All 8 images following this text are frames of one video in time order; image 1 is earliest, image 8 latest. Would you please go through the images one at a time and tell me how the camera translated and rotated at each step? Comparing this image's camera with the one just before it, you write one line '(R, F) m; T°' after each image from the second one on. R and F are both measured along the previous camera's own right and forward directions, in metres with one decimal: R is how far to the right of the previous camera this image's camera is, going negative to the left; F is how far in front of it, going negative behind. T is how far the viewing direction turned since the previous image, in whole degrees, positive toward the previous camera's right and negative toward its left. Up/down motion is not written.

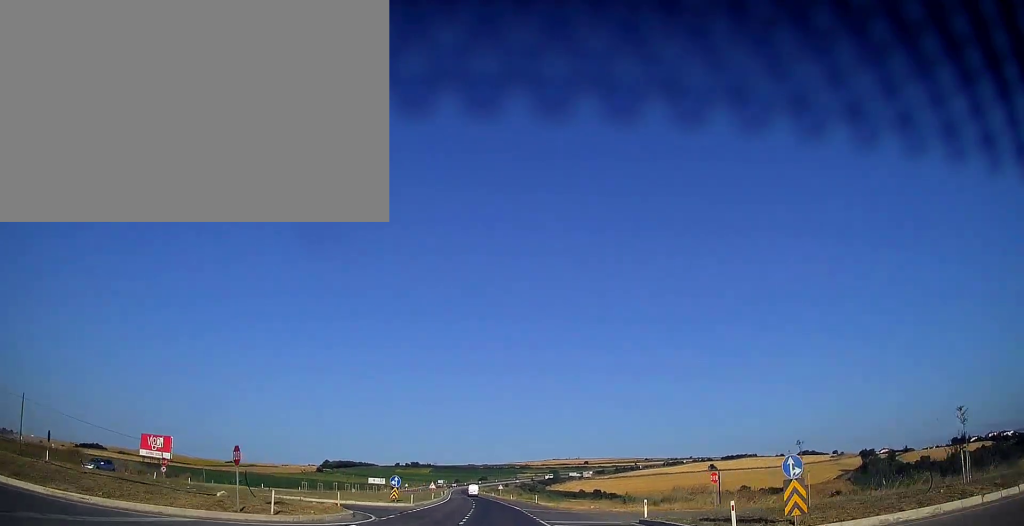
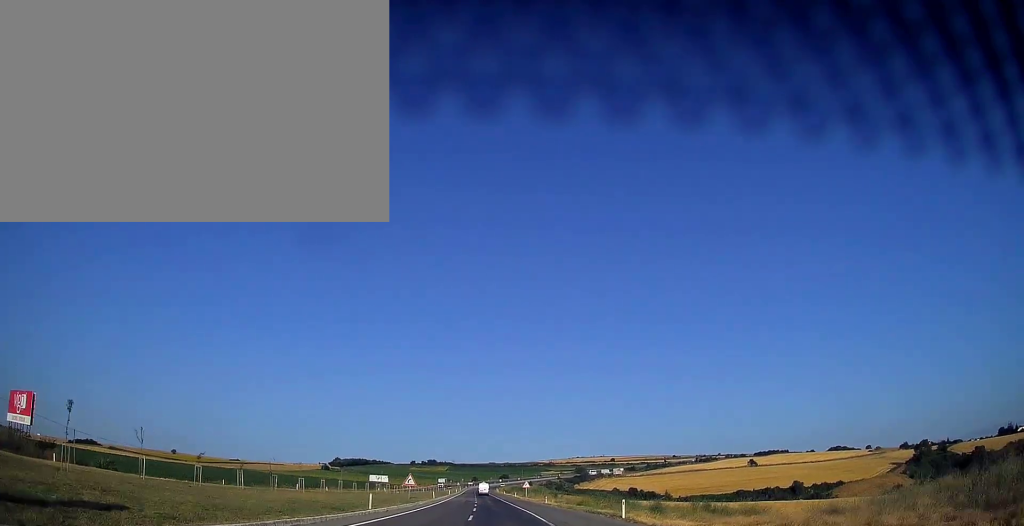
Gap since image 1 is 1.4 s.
(-0.9, +42.3) m; -2°
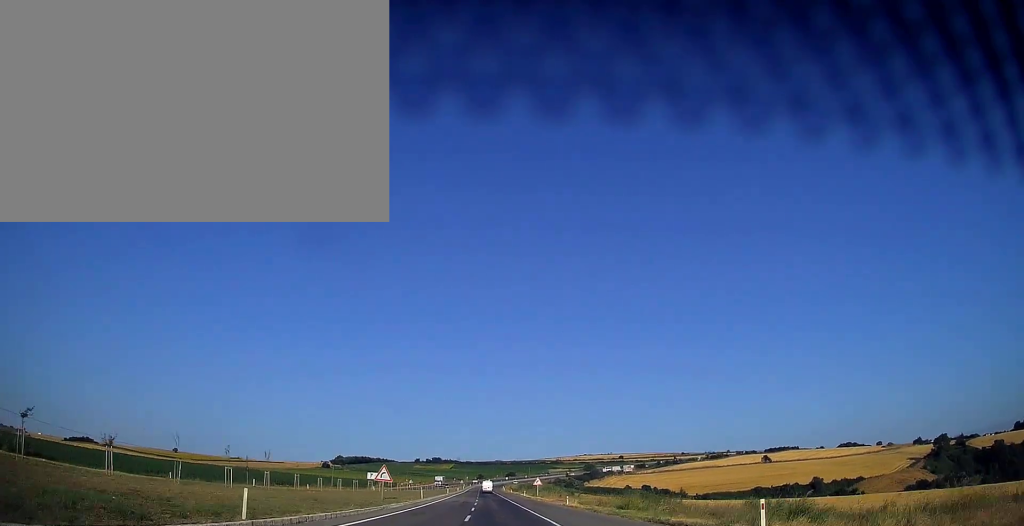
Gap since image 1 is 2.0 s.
(0.0, +15.7) m; -1°
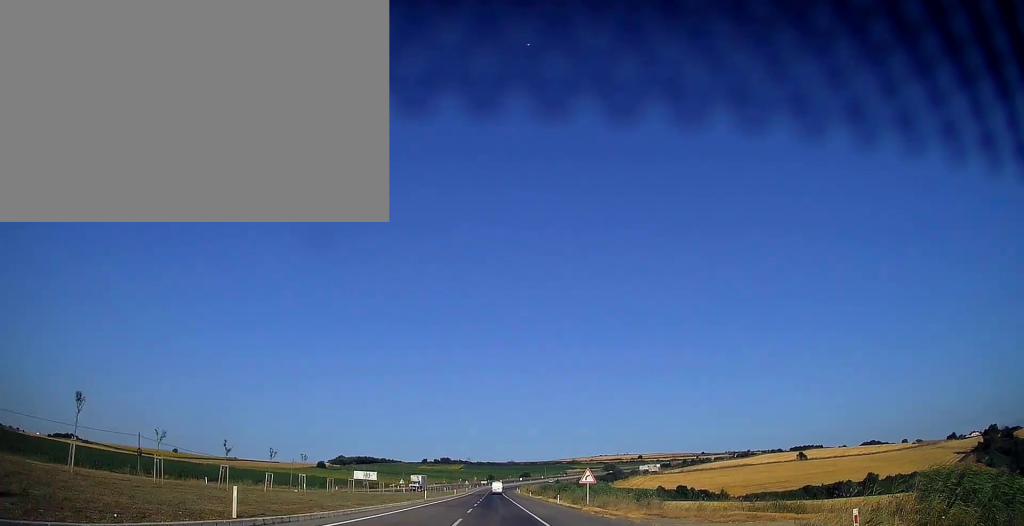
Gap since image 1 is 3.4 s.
(-0.8, +42.0) m; -2°
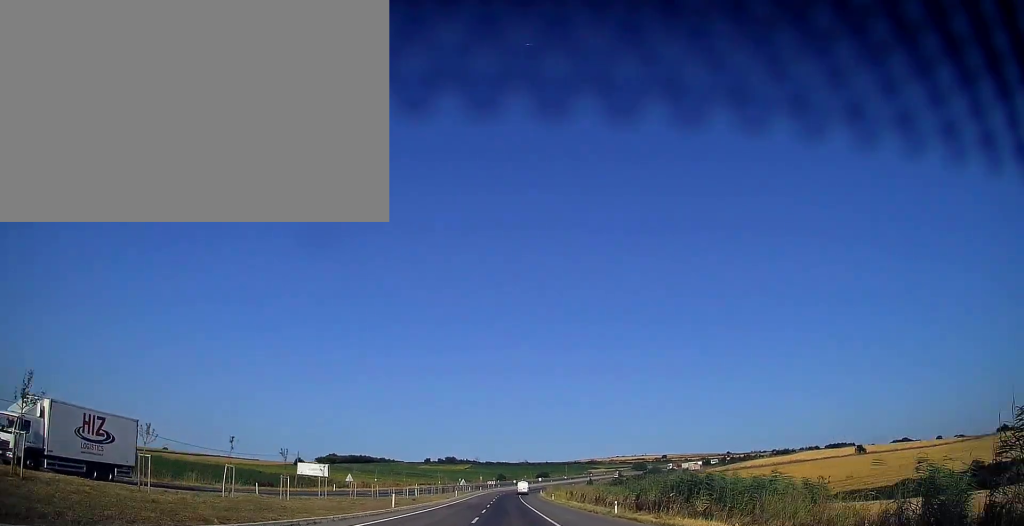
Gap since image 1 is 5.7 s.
(-0.7, +66.4) m; -1°
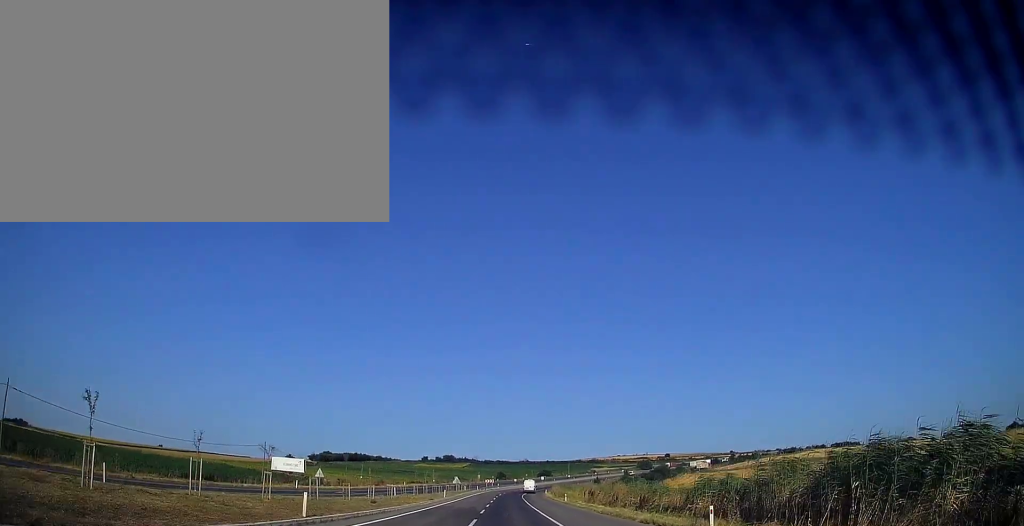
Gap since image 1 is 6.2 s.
(0.0, +14.7) m; 0°
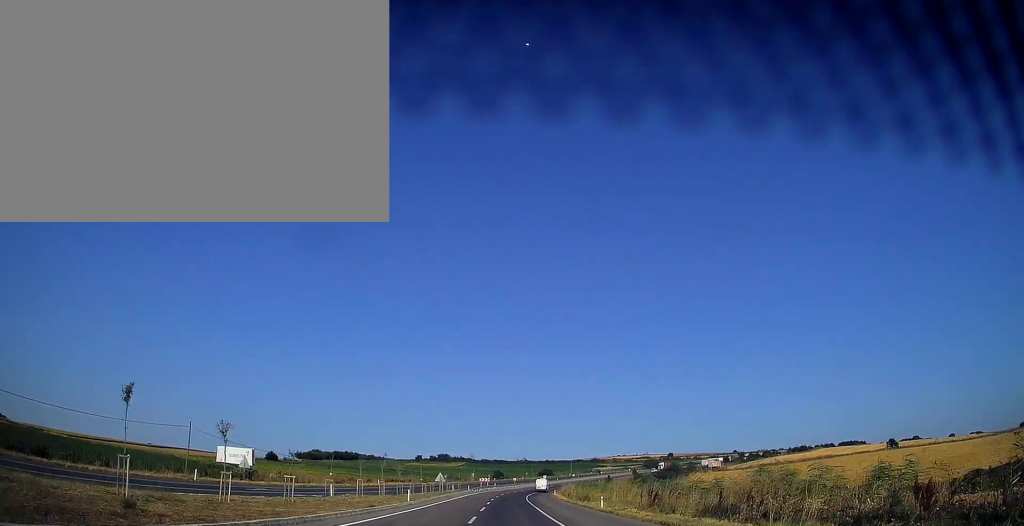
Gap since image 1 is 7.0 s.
(+0.1, +23.4) m; 0°
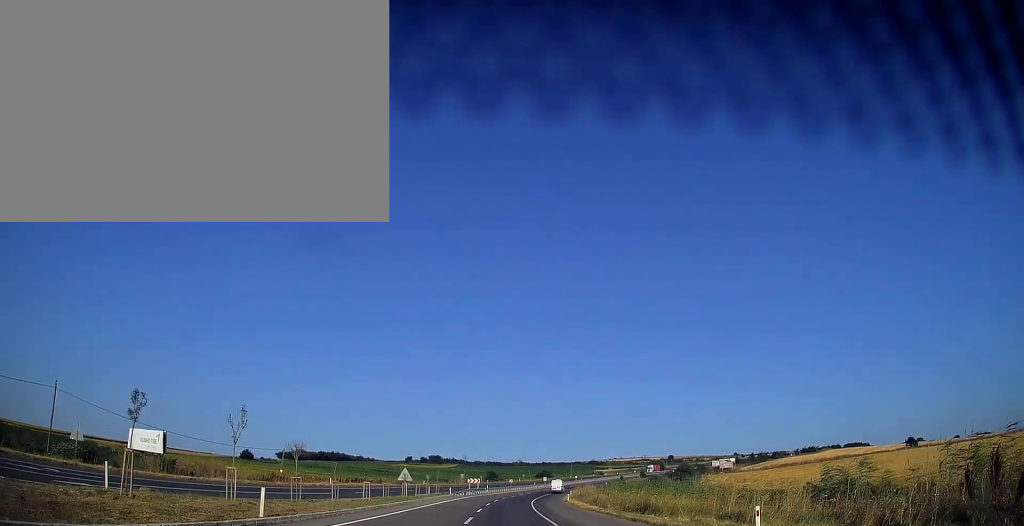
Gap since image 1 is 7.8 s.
(0.0, +24.5) m; 0°
